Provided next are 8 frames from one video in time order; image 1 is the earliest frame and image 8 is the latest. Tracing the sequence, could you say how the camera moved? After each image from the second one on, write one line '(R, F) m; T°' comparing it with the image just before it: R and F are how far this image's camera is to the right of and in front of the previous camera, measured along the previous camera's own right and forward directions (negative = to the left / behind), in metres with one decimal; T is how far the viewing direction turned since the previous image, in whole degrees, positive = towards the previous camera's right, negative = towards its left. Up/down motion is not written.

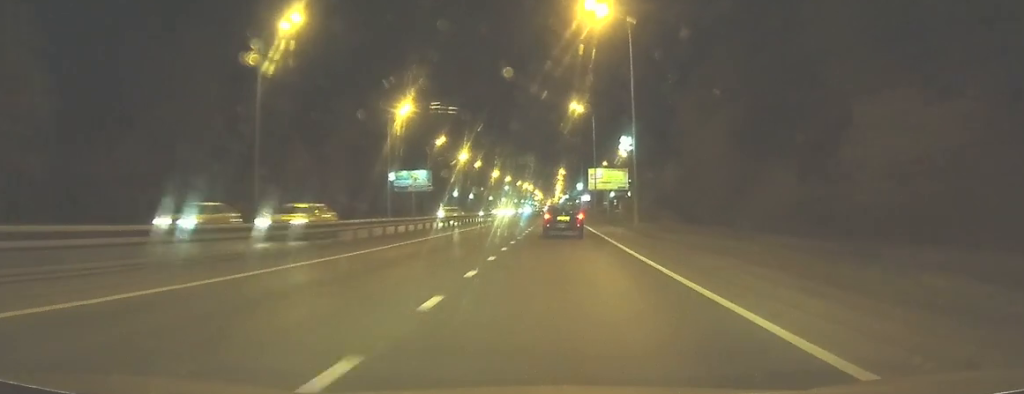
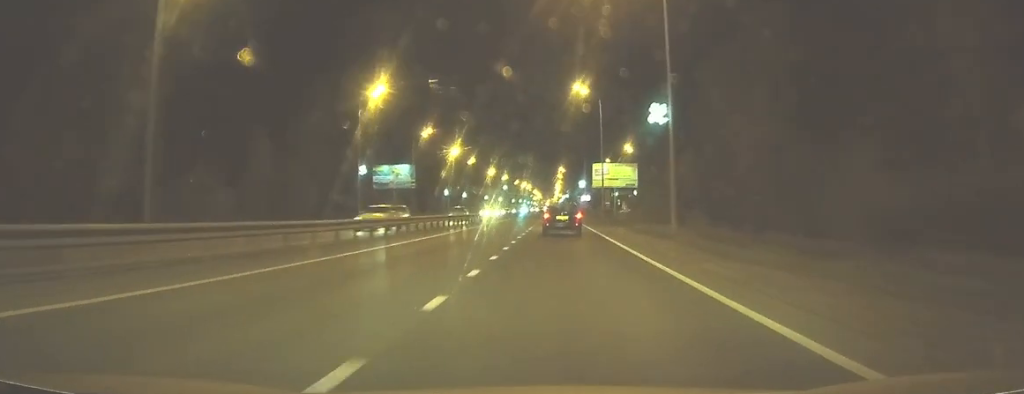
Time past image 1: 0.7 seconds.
(0.0, +12.0) m; 0°
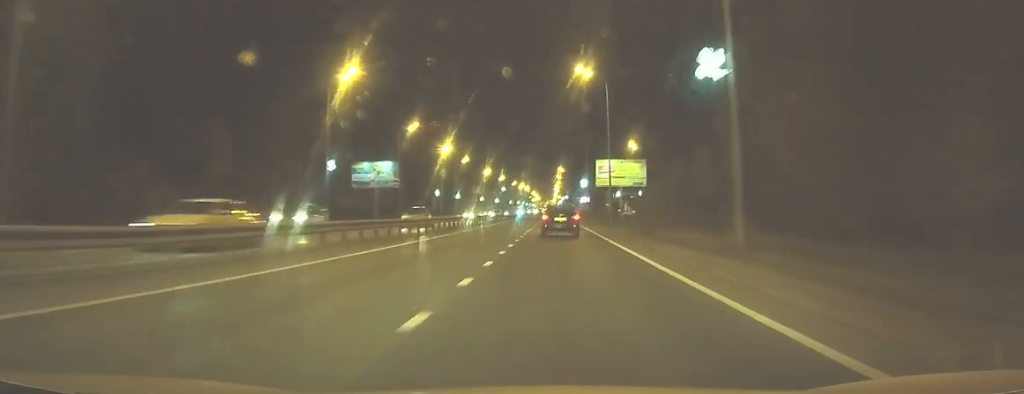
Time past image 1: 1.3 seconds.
(+0.1, +9.4) m; +1°
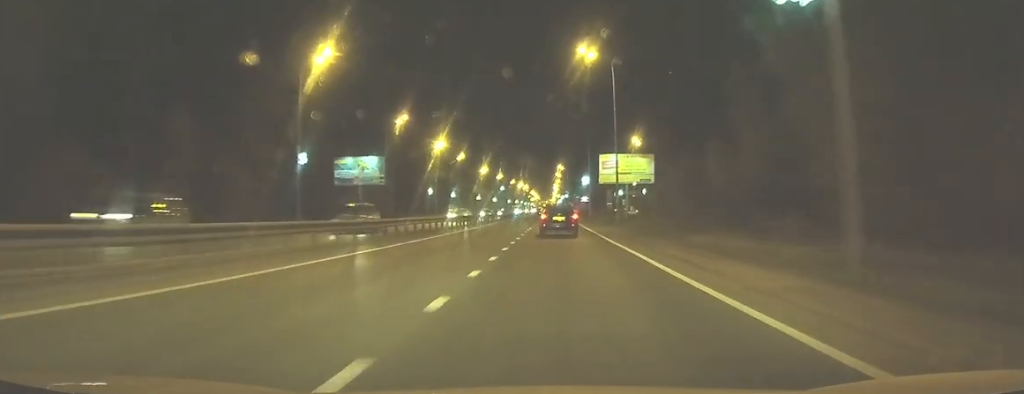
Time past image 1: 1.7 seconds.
(0.0, +6.6) m; 0°
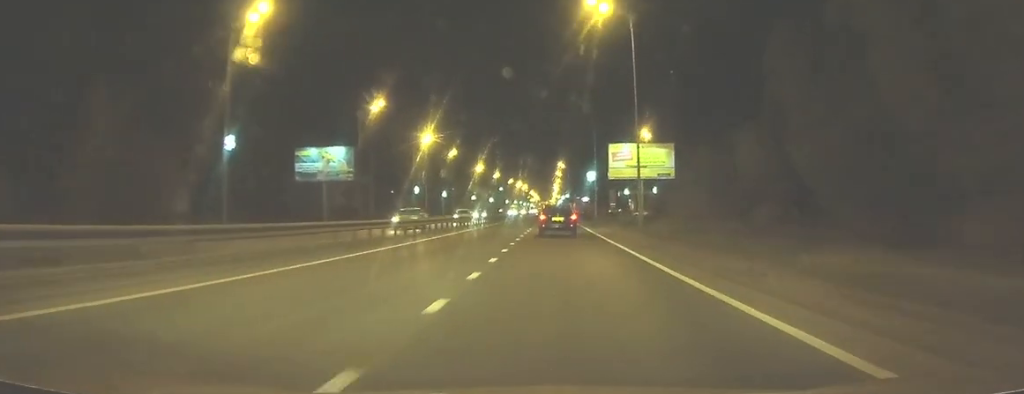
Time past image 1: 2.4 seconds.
(0.0, +12.2) m; 0°
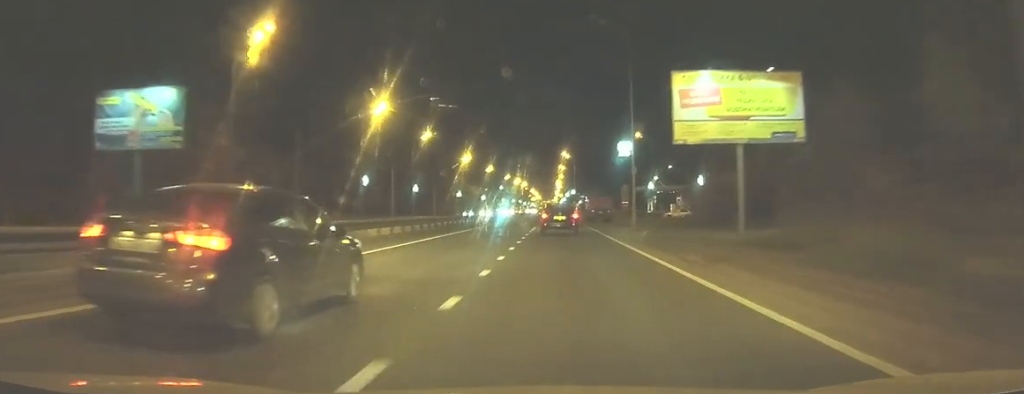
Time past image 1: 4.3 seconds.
(-0.3, +31.4) m; -1°
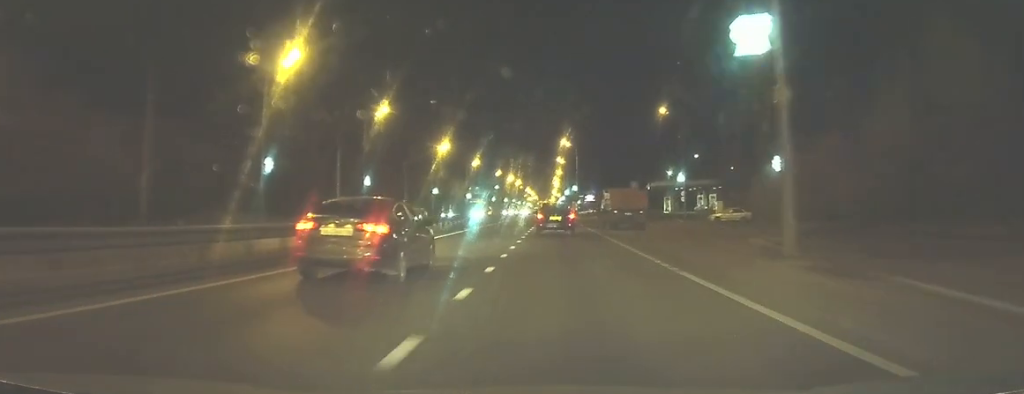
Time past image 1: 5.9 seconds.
(0.0, +26.7) m; 0°
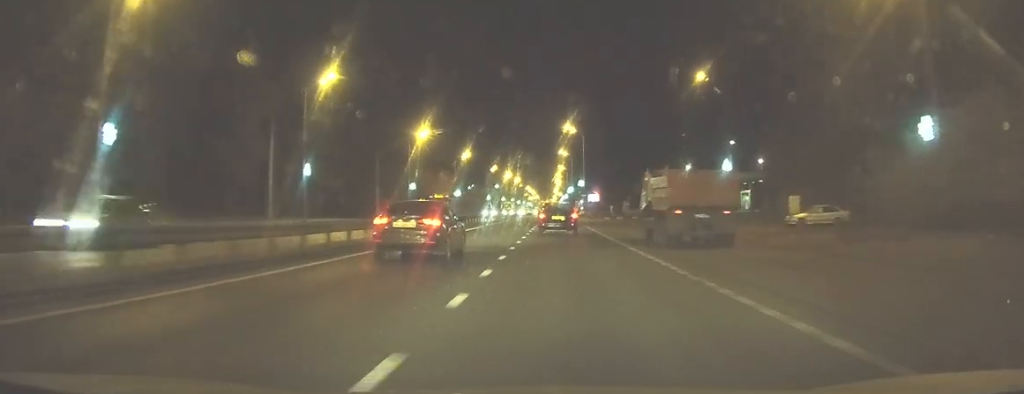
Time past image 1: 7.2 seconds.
(+0.1, +20.8) m; 0°
